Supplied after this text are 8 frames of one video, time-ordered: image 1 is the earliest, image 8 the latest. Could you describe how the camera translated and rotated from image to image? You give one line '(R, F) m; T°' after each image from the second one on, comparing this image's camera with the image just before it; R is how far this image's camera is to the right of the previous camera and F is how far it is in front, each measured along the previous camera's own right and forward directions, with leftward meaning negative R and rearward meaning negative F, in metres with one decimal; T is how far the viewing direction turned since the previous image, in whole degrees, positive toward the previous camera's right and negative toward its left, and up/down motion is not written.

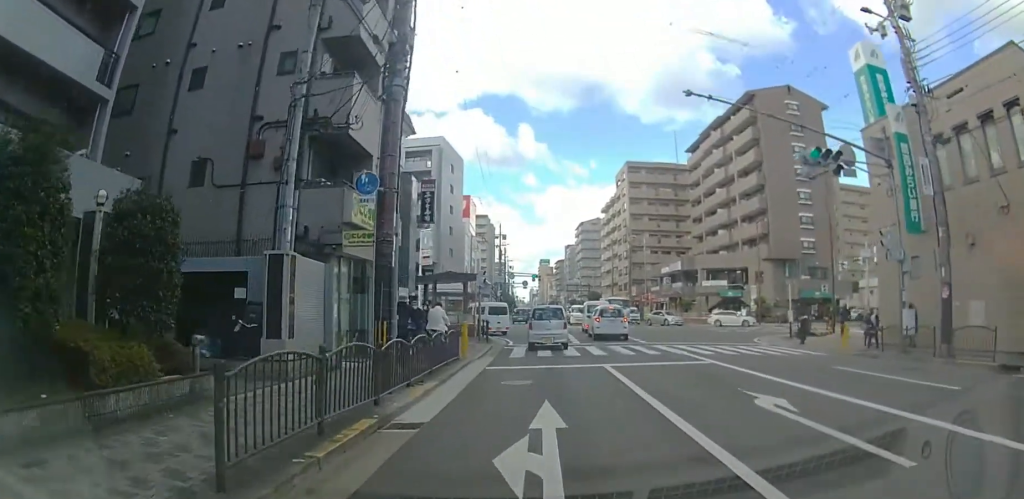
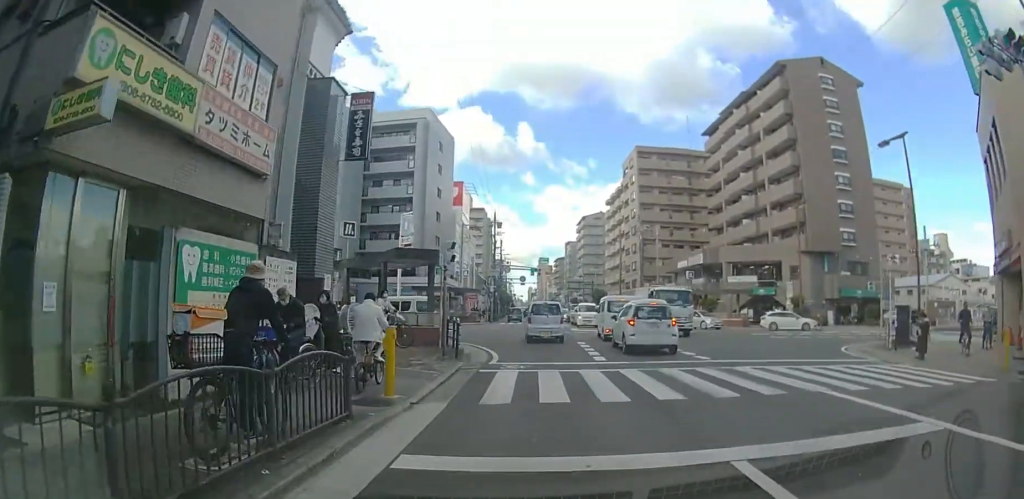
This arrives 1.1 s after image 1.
(0.0, +8.6) m; +2°
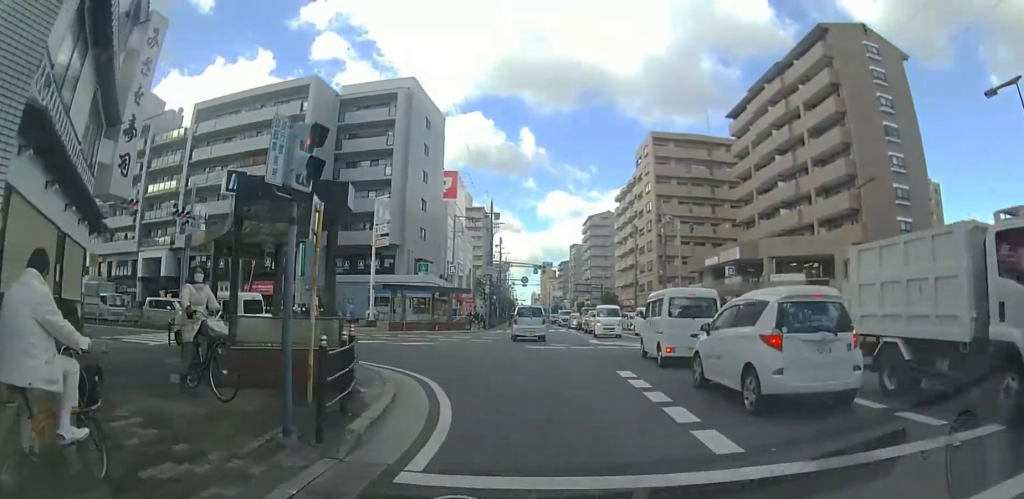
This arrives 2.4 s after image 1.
(+0.3, +9.9) m; +3°
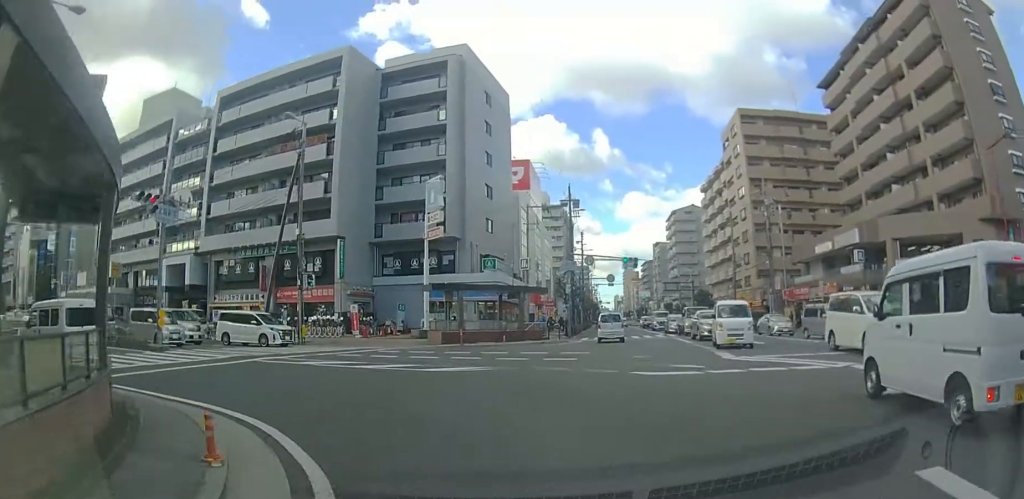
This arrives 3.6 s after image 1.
(0.0, +8.5) m; -6°
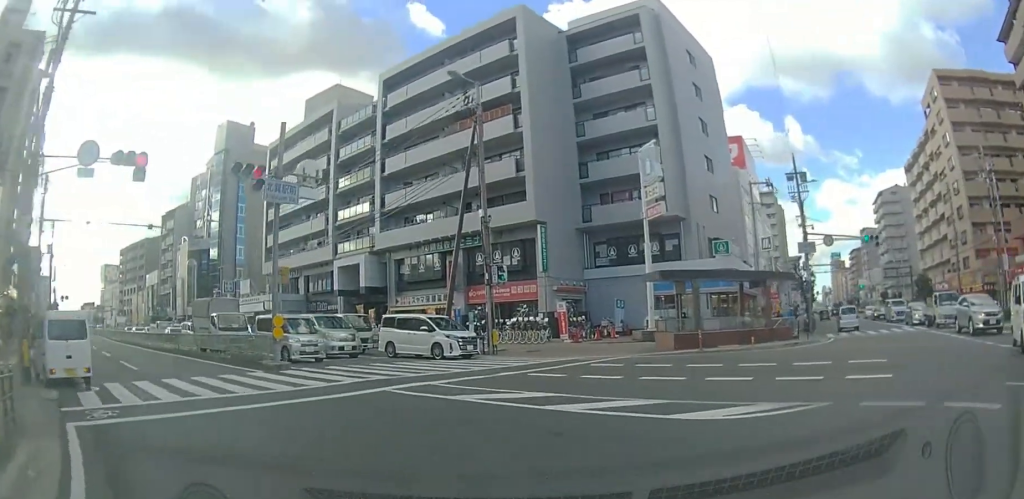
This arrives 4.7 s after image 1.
(-1.1, +6.3) m; -35°
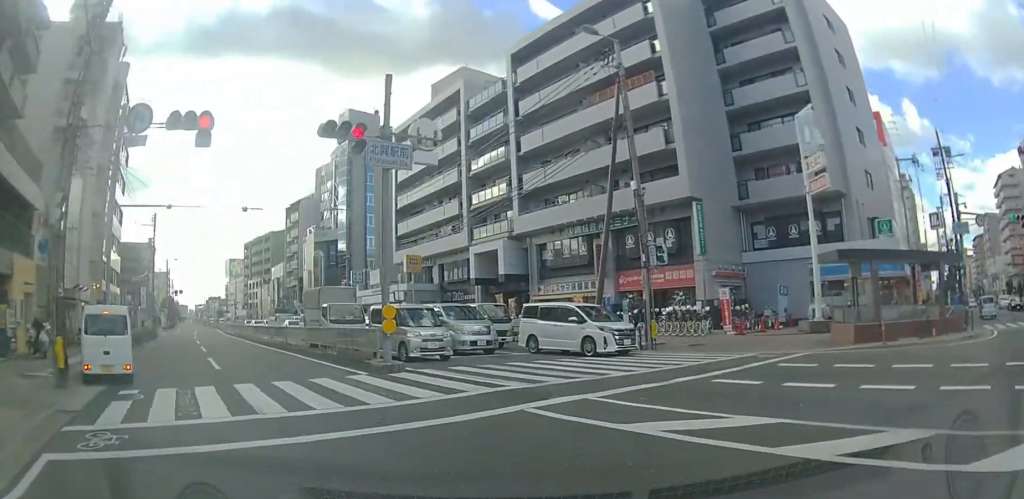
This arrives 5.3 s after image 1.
(-1.5, +3.4) m; -20°
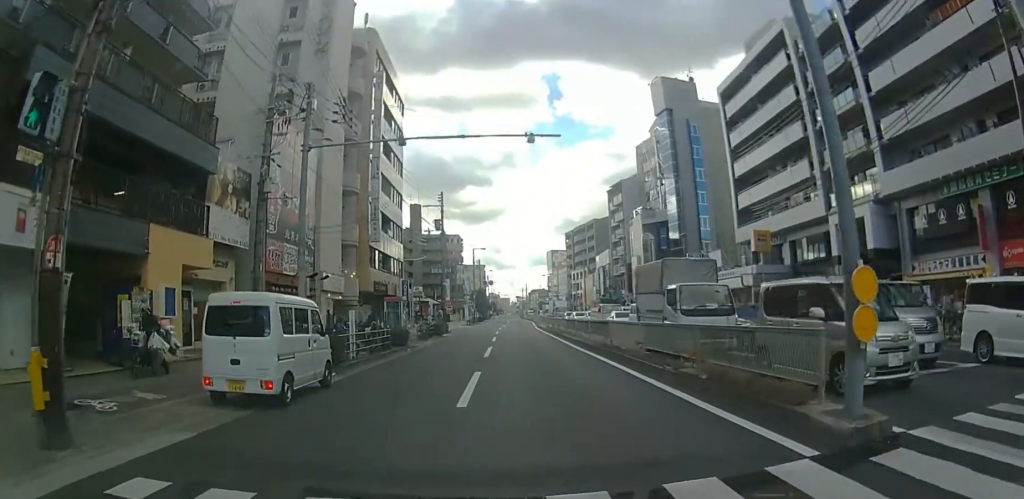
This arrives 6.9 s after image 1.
(-0.9, +8.2) m; -6°
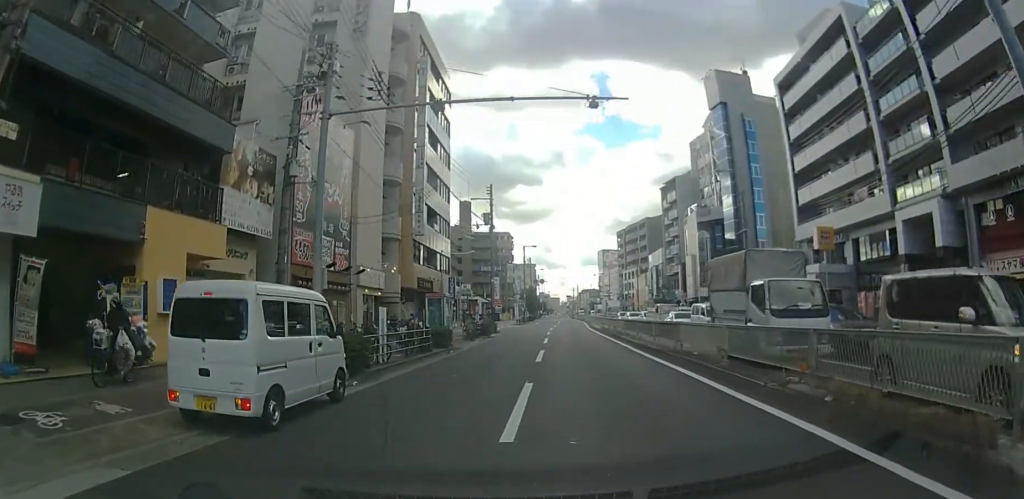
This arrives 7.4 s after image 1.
(0.0, +1.8) m; 0°
